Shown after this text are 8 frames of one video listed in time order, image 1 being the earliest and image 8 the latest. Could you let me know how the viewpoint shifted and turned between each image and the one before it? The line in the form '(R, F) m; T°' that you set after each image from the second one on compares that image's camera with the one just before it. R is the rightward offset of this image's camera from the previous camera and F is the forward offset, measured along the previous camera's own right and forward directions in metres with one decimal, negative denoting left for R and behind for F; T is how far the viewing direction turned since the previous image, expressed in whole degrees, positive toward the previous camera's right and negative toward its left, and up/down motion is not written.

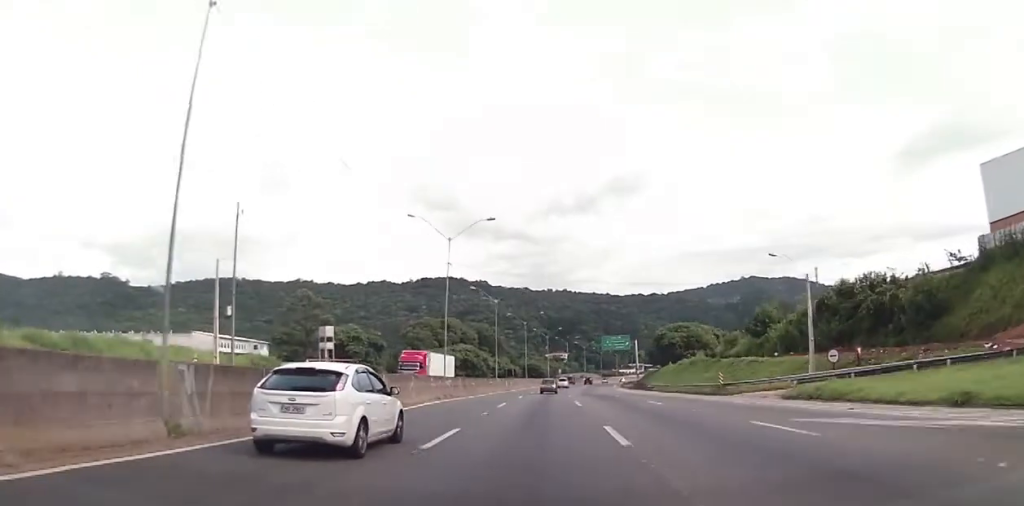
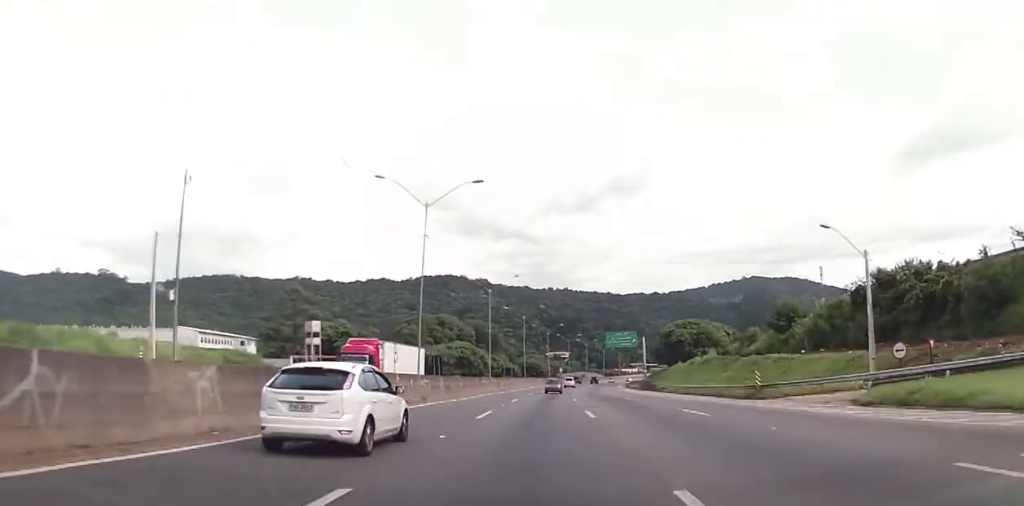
(+0.1, +9.6) m; 0°
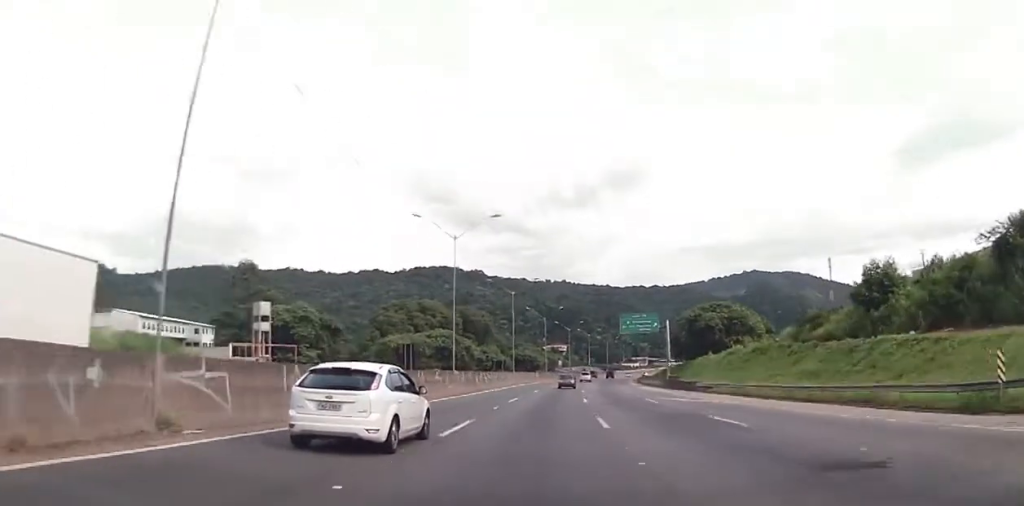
(-0.1, +25.9) m; 0°
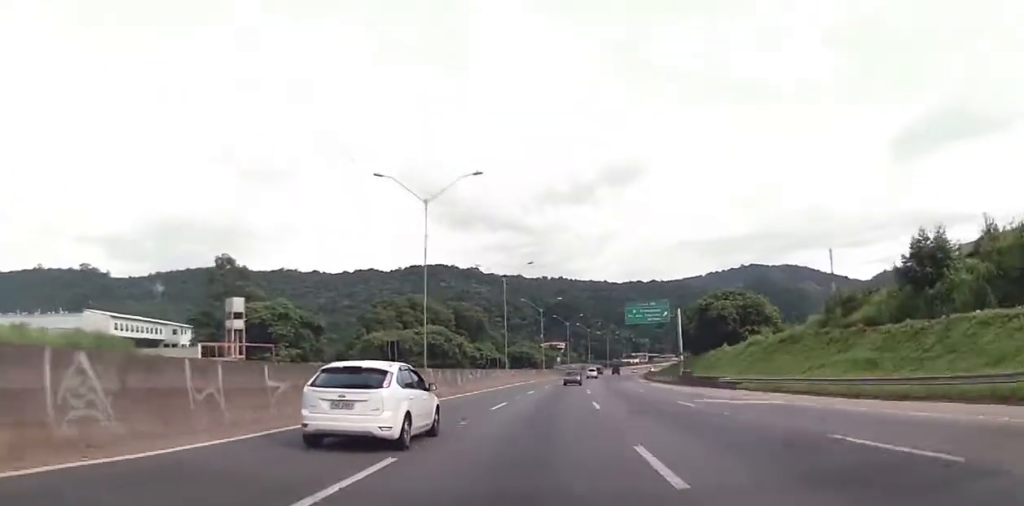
(-0.2, +9.8) m; 0°
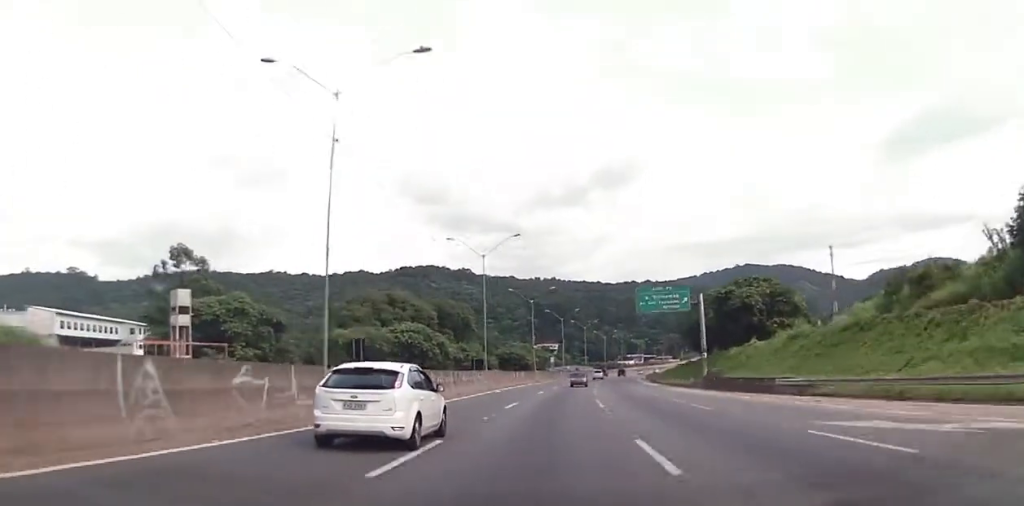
(+0.2, +15.7) m; +1°
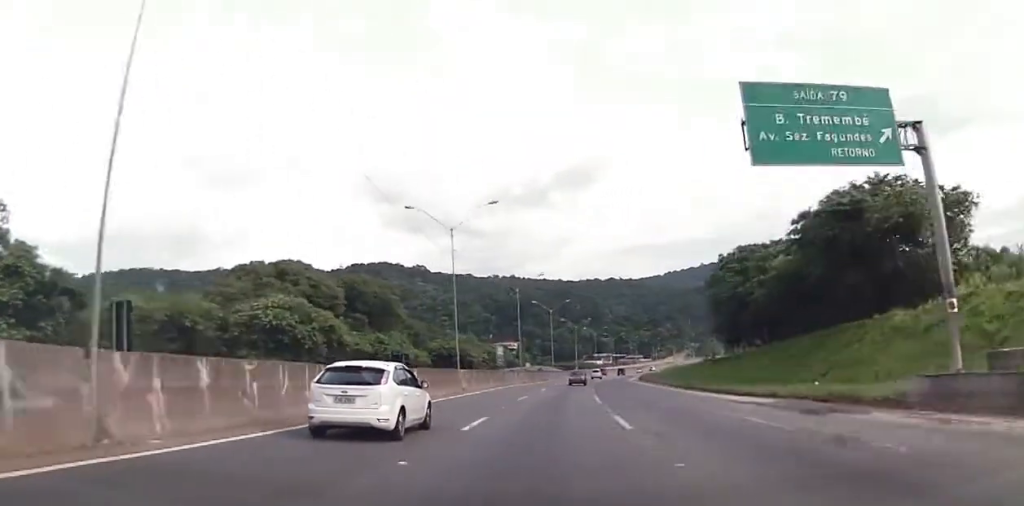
(+1.7, +46.2) m; +3°
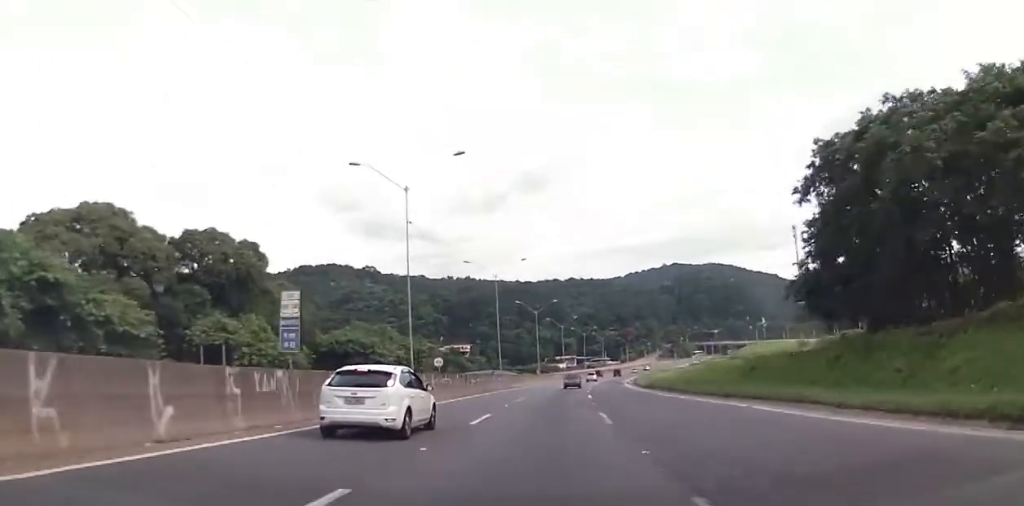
(+0.8, +45.2) m; +3°
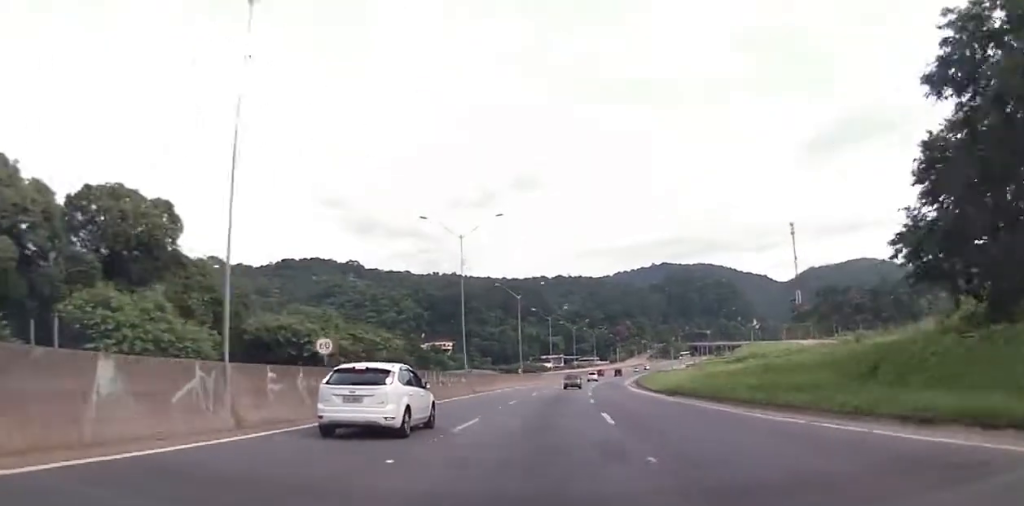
(+0.1, +19.0) m; +1°
